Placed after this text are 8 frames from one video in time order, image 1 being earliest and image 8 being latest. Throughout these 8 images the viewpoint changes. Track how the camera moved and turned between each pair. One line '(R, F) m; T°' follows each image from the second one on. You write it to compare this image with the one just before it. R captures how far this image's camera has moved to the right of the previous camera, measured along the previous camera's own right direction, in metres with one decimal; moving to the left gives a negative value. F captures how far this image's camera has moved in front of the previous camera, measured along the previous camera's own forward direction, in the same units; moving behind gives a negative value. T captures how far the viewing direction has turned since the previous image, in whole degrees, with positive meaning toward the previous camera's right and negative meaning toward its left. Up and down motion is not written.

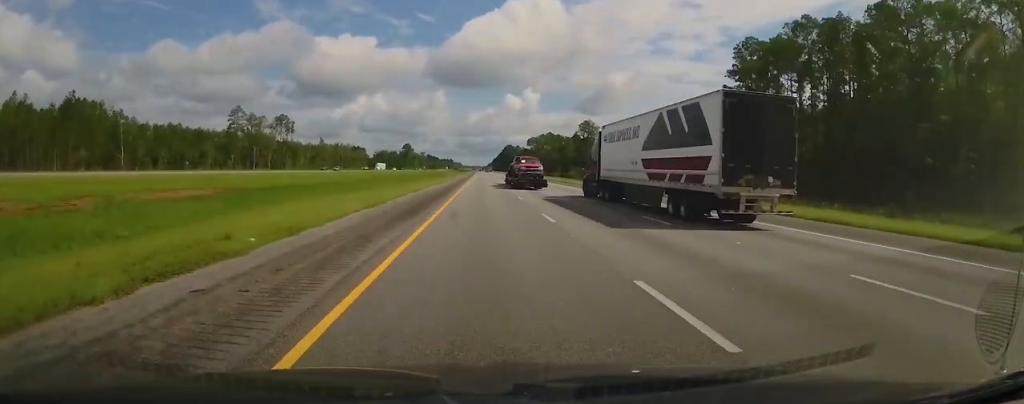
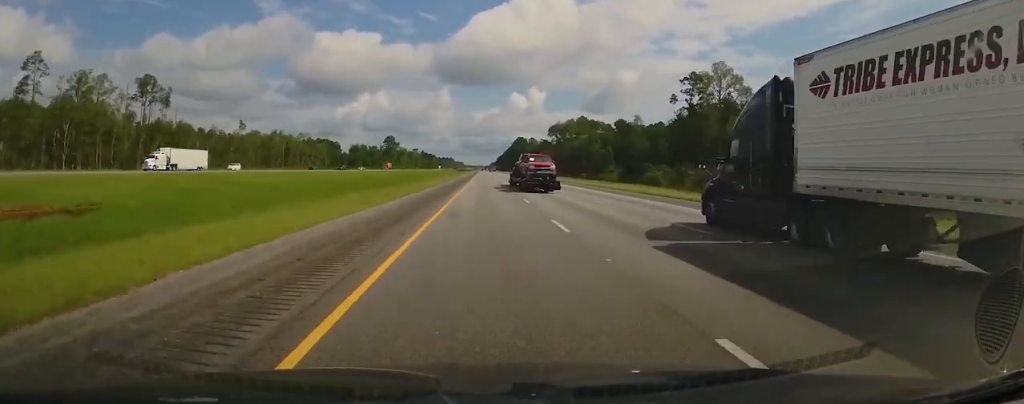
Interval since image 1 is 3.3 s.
(0.0, +101.9) m; 0°
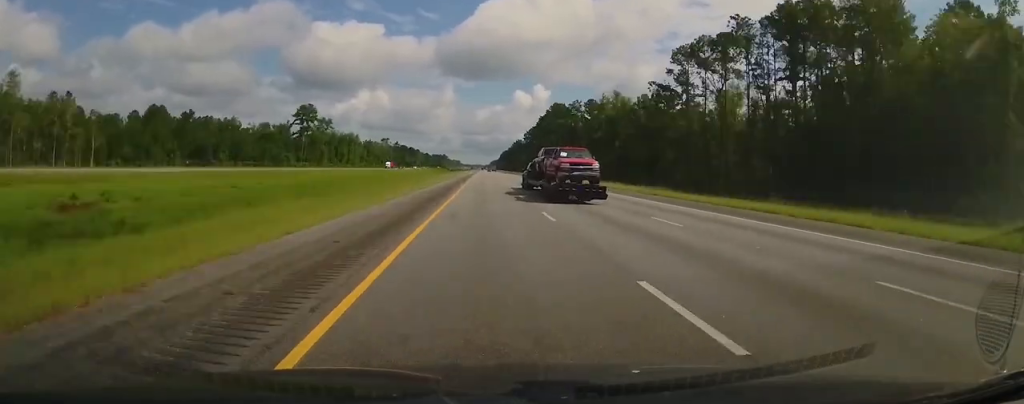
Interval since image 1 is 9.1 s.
(-0.5, +193.9) m; 0°
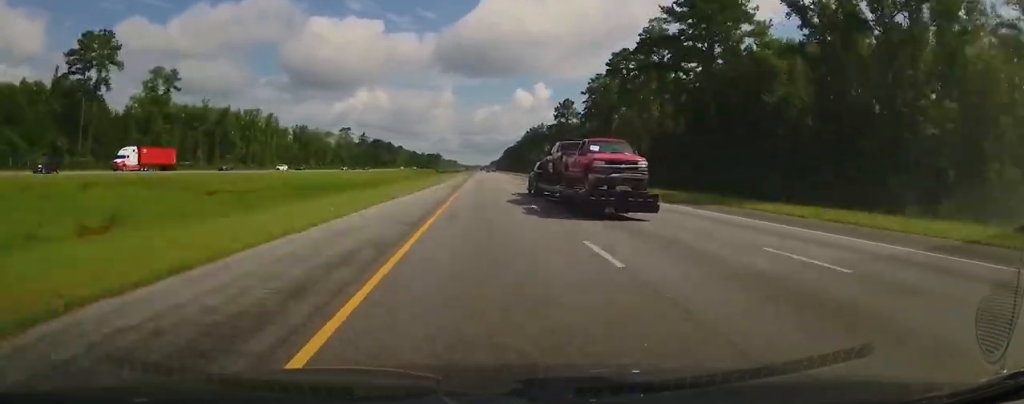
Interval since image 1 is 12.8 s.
(+0.1, +132.4) m; 0°
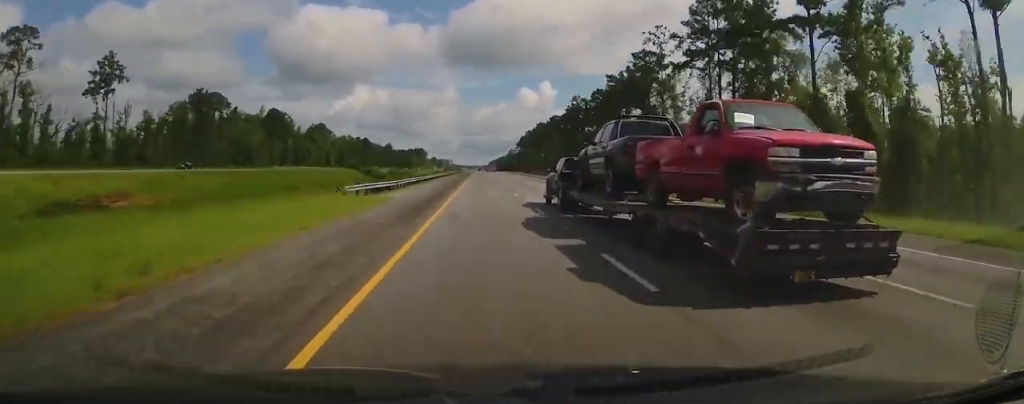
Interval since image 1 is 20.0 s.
(0.0, +260.8) m; 0°
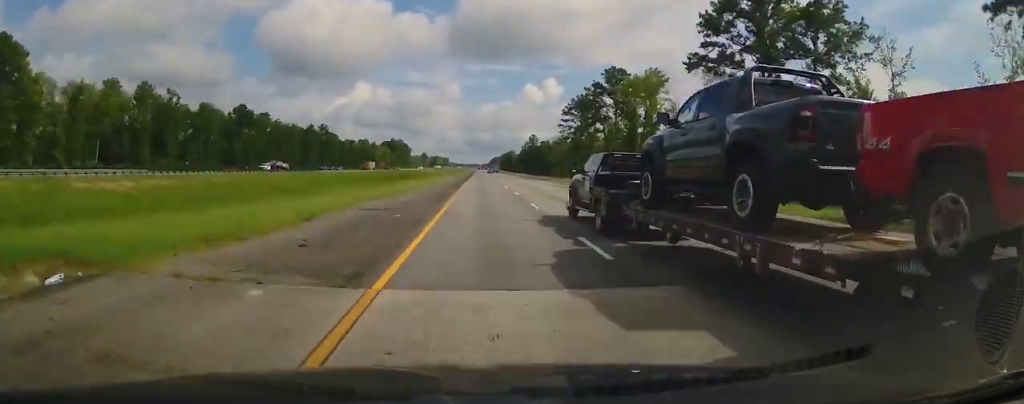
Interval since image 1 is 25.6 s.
(+0.5, +205.4) m; 0°
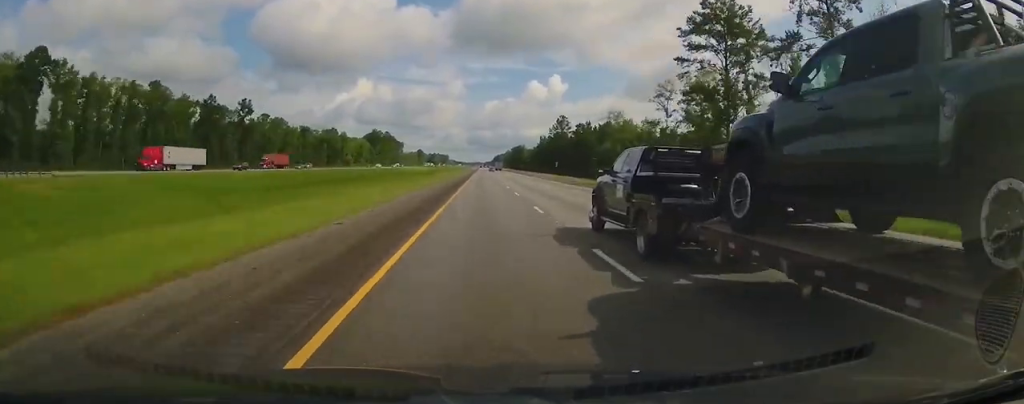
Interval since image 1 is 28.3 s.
(-0.1, +98.4) m; 0°
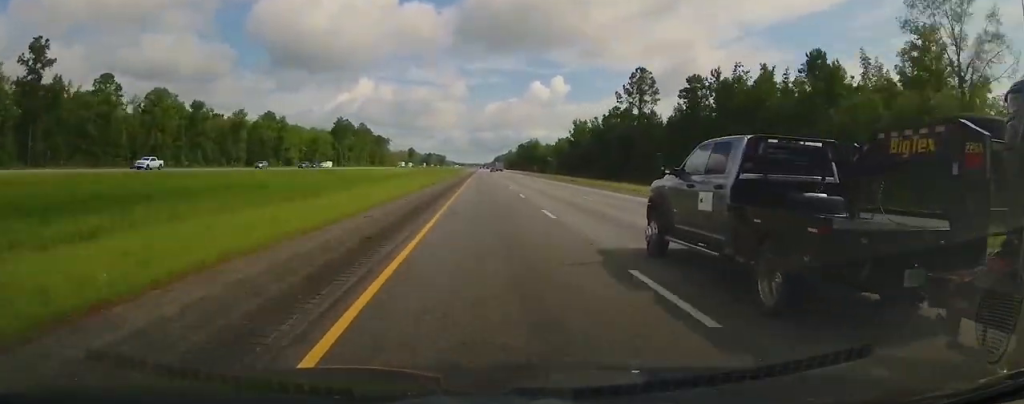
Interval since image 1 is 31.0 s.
(-0.3, +98.8) m; 0°
